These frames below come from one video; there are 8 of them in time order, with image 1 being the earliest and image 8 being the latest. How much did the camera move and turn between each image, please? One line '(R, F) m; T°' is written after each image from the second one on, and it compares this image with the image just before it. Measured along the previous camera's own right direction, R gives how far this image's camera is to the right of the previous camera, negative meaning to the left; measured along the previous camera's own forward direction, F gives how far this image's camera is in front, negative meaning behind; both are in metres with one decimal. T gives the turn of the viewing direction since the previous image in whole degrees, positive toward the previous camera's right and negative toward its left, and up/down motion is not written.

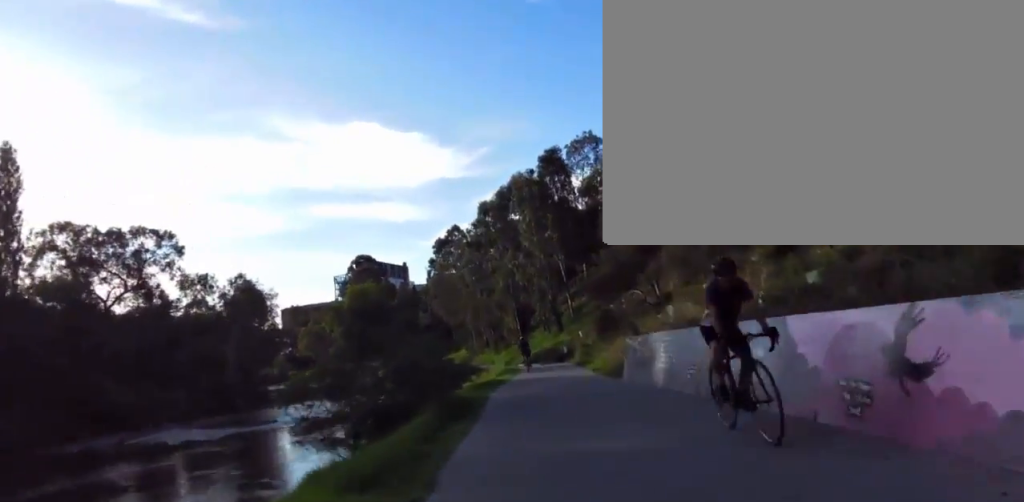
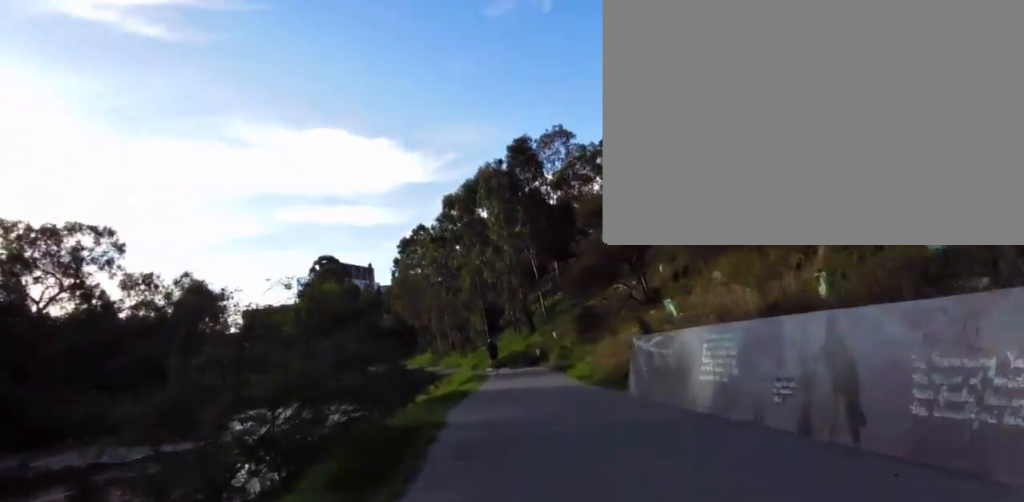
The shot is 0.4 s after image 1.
(+0.2, +4.9) m; +3°
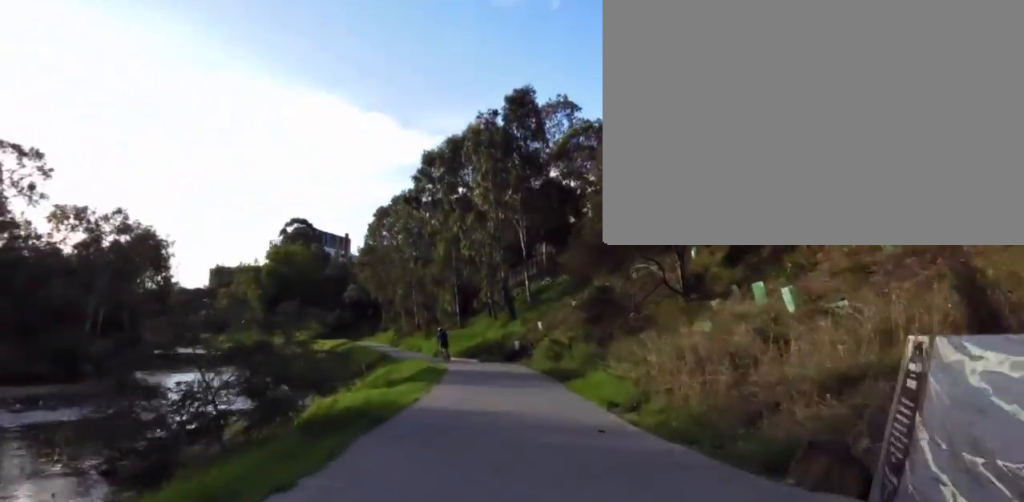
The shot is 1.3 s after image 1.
(+0.2, +9.6) m; +7°
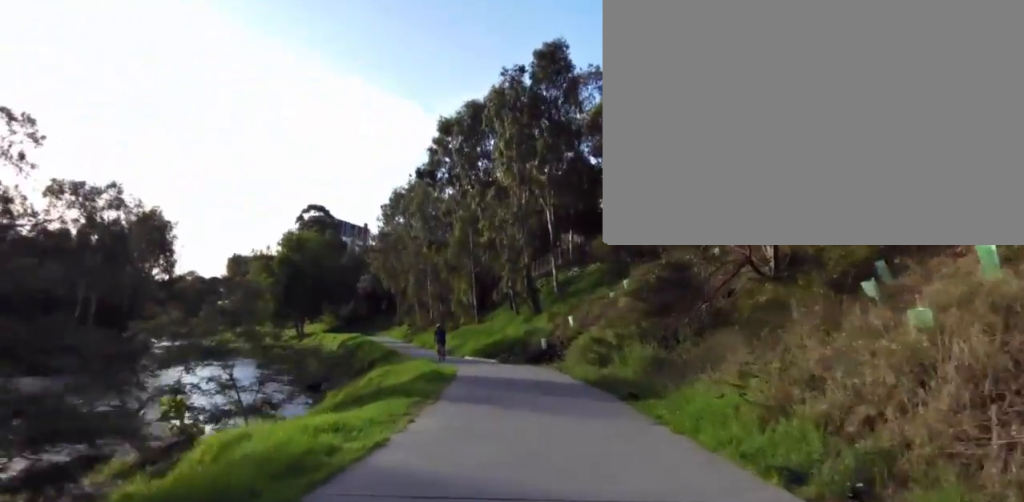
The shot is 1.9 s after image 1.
(+0.3, +5.6) m; +4°
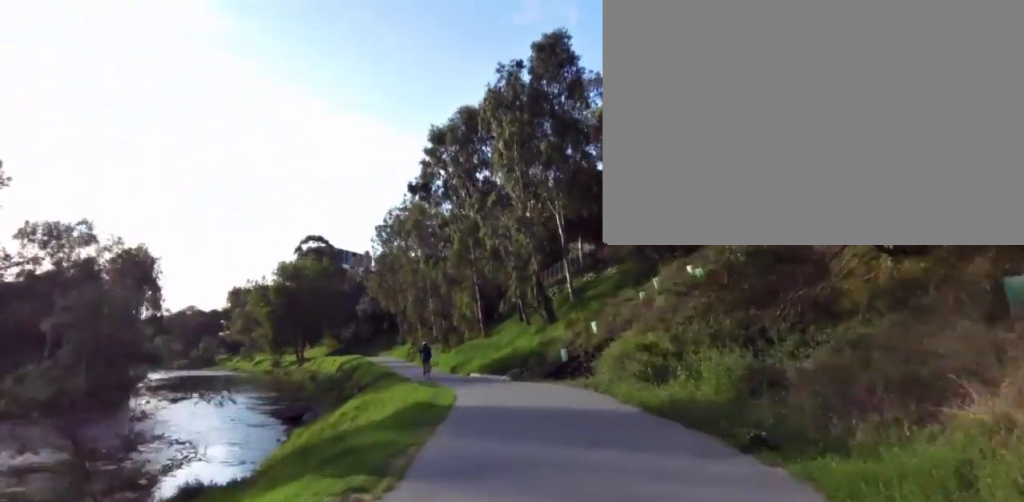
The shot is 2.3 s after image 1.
(+0.5, +5.0) m; +3°
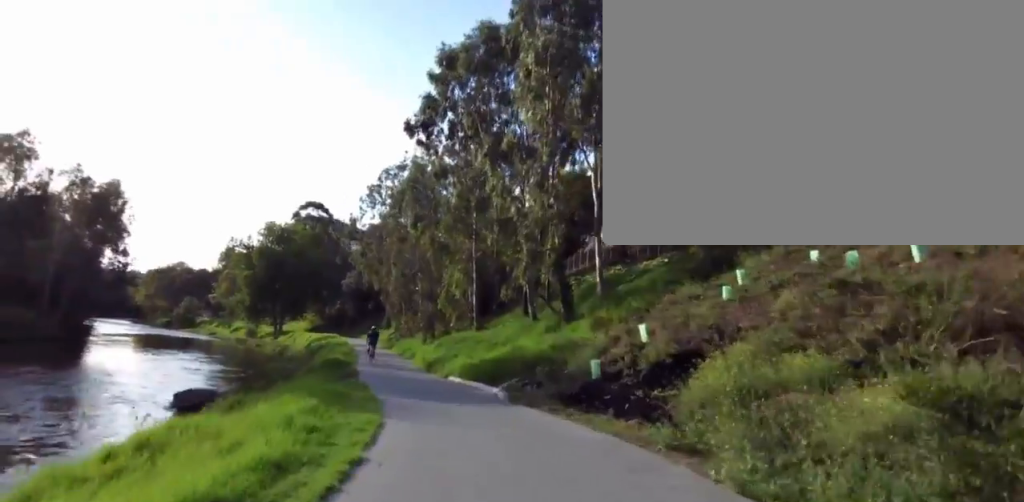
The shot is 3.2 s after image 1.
(+0.1, +8.6) m; -6°
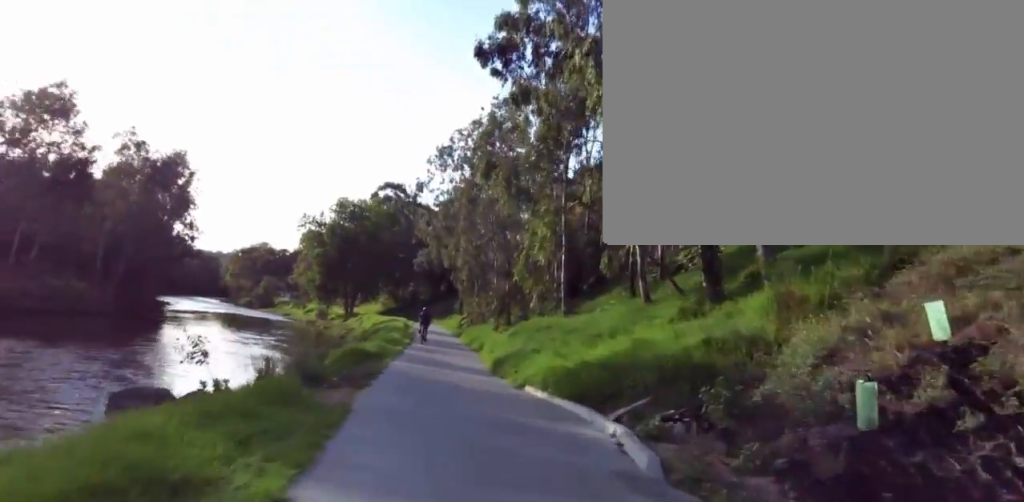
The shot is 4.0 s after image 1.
(-0.7, +7.7) m; -10°
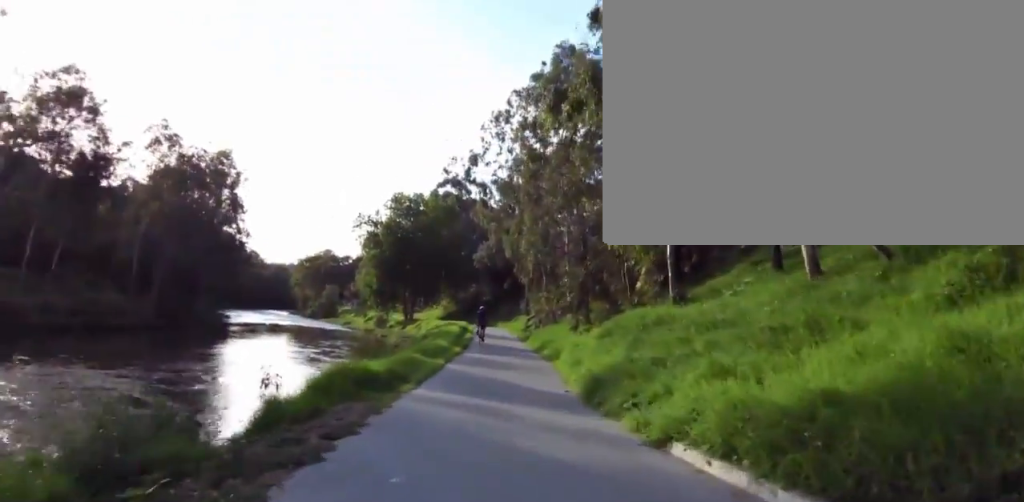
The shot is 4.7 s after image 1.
(-0.8, +7.1) m; -8°
